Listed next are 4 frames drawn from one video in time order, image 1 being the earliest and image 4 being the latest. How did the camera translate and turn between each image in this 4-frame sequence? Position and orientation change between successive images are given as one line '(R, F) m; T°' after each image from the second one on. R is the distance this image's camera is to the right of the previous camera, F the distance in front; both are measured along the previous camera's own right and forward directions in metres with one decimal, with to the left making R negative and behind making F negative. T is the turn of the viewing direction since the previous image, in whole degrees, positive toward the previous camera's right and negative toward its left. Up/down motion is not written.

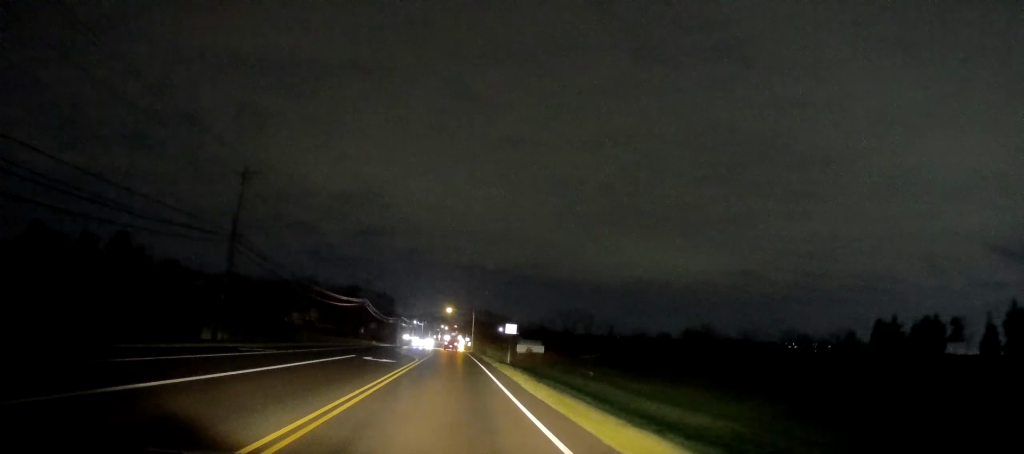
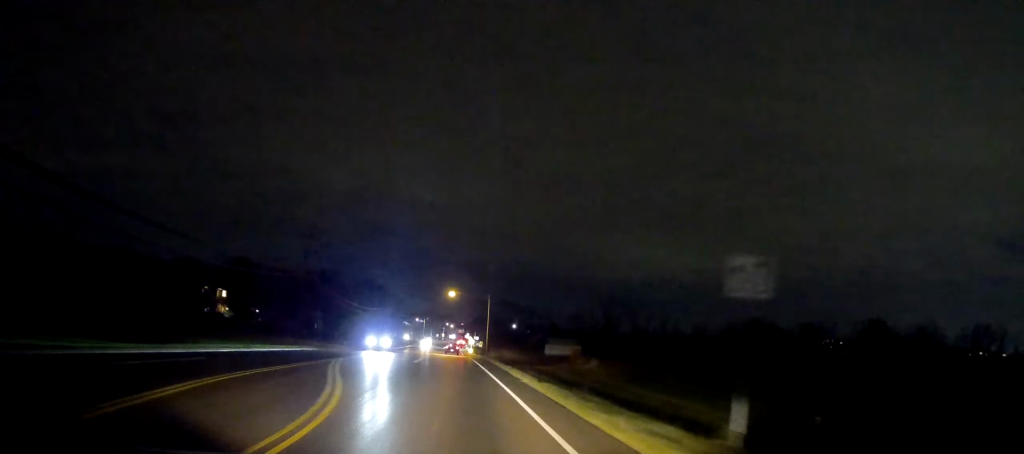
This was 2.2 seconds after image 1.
(-0.1, +41.4) m; 0°
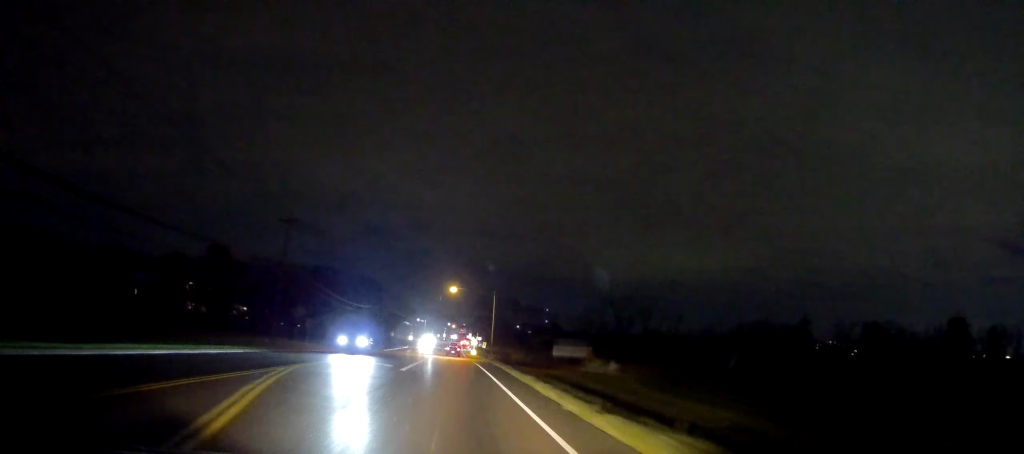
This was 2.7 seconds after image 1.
(+0.1, +8.0) m; 0°
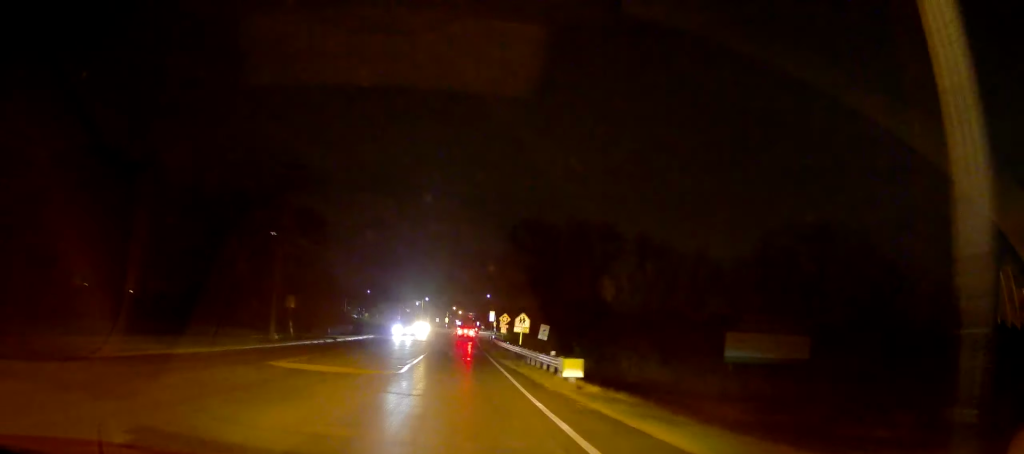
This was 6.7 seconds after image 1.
(-0.8, +72.0) m; +1°
